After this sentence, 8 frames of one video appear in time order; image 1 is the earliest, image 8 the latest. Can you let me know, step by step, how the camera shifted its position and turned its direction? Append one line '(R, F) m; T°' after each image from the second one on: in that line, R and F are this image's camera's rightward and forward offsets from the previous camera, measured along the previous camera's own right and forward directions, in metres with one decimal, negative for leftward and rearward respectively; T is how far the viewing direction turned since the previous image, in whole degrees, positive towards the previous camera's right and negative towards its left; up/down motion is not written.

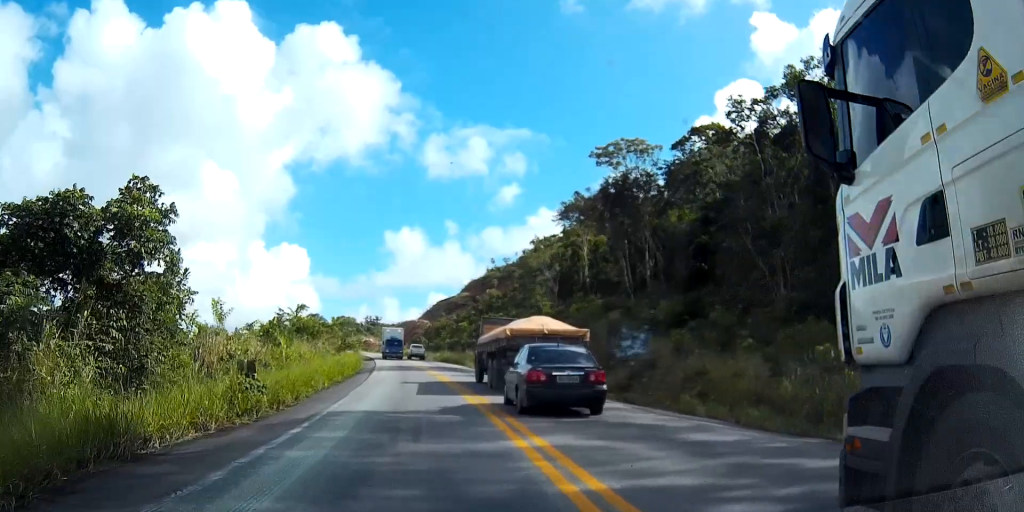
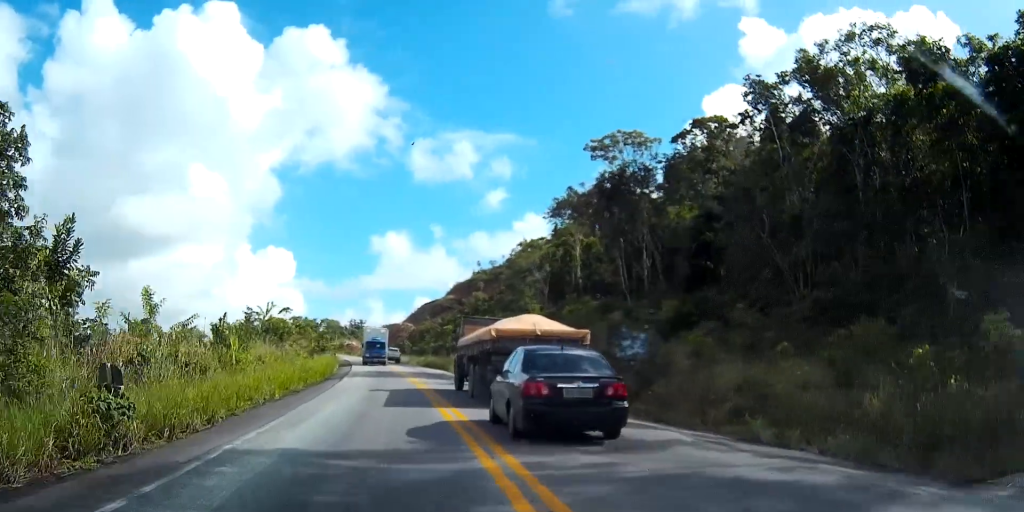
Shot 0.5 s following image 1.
(-0.1, +6.2) m; 0°
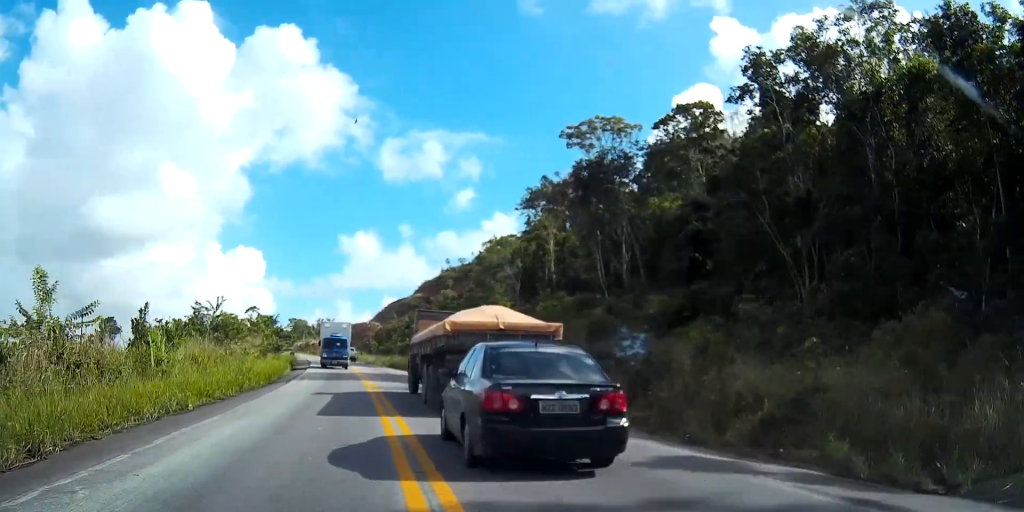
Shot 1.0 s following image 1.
(+0.1, +5.1) m; +1°
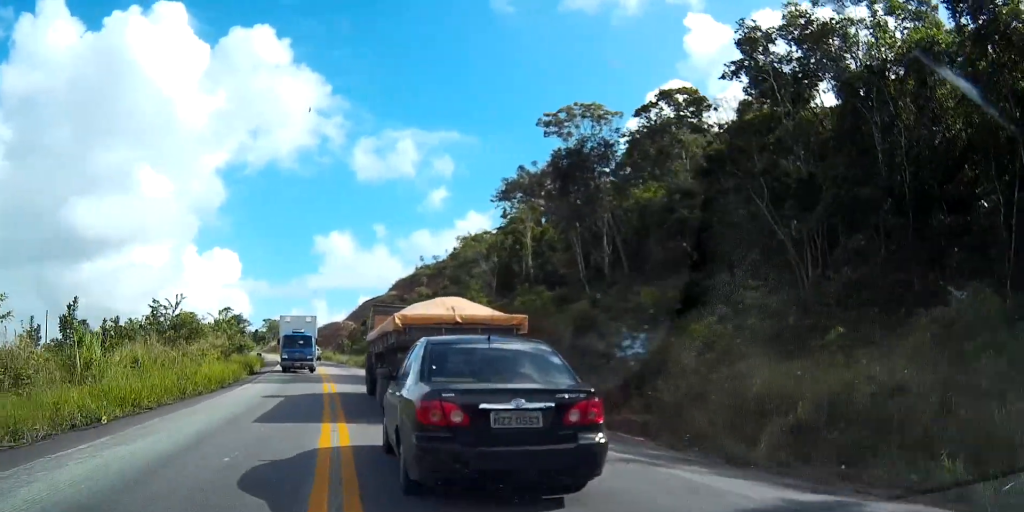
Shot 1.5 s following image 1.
(+0.1, +4.1) m; +1°
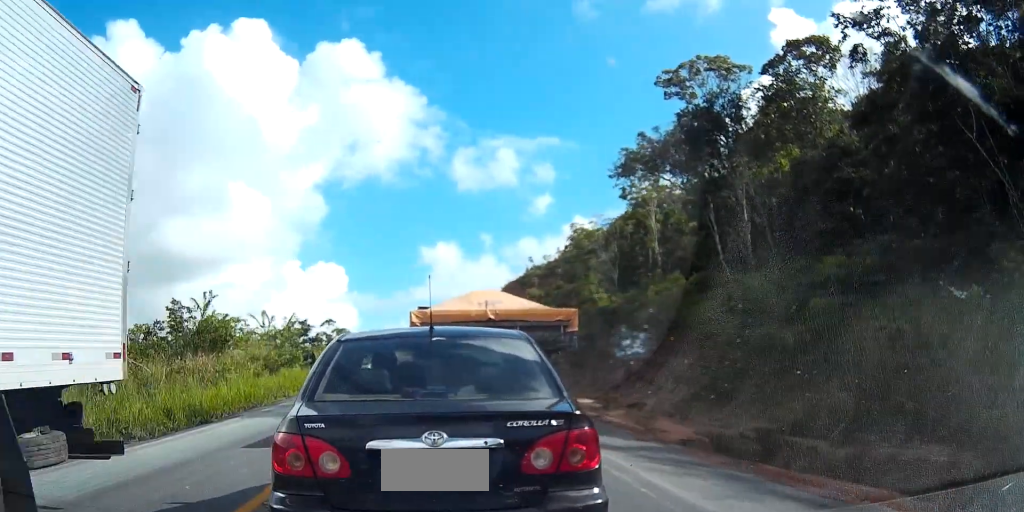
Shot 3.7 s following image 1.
(-0.2, +13.6) m; -7°
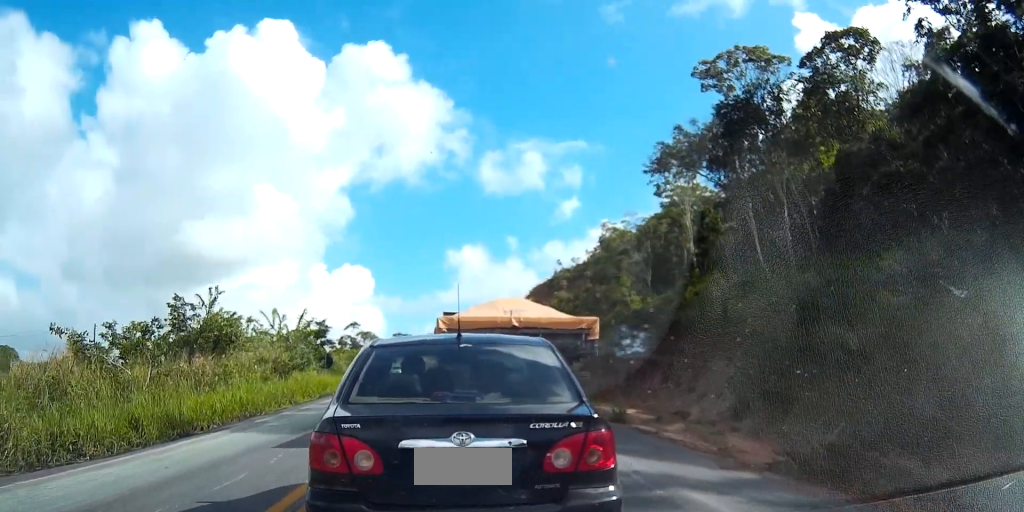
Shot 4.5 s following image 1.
(-0.3, +3.7) m; -5°
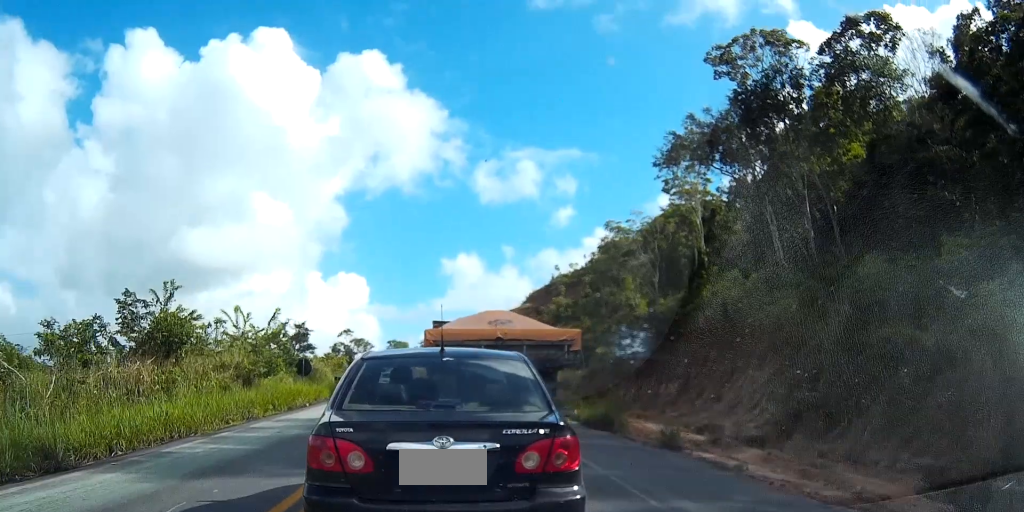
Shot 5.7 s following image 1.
(0.0, +5.7) m; 0°
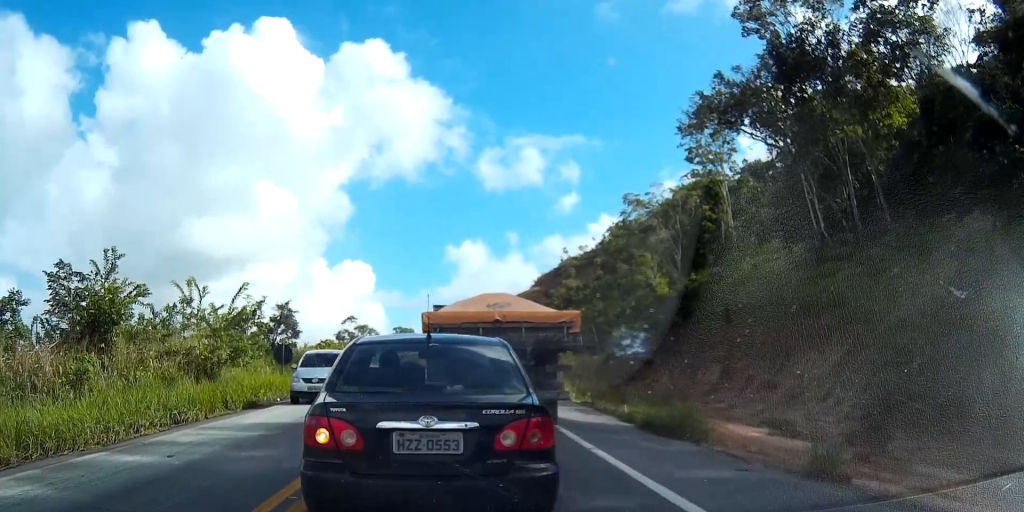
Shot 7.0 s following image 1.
(0.0, +6.4) m; 0°
